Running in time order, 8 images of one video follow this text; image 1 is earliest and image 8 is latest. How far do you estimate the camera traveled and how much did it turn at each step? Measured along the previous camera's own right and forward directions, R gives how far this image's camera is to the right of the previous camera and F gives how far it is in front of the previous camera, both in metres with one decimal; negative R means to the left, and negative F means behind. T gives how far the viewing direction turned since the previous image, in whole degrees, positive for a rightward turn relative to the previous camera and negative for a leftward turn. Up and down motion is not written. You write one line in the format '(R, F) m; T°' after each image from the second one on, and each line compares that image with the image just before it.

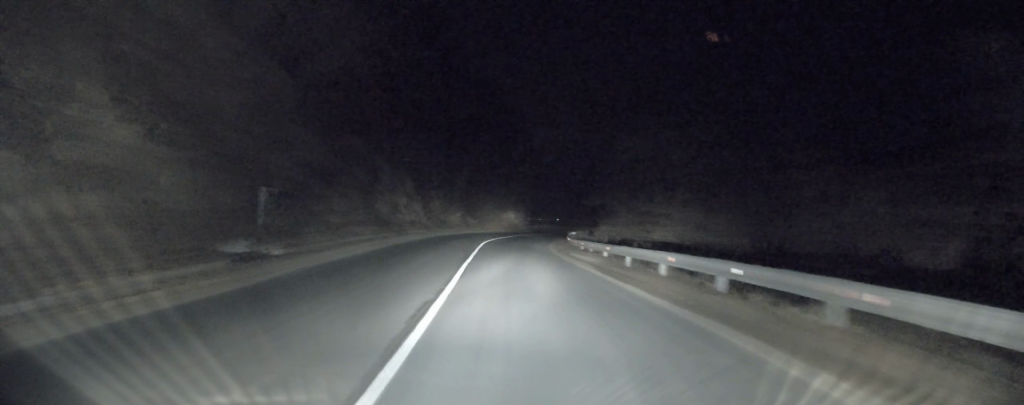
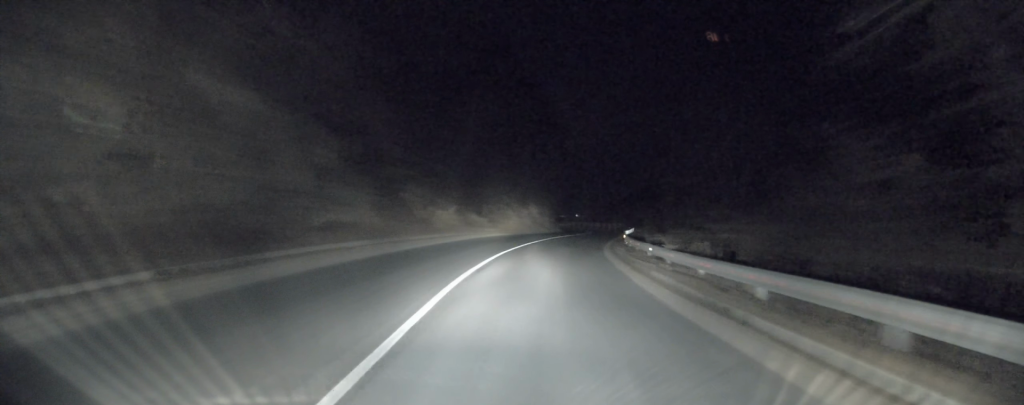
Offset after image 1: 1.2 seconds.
(-0.7, +20.9) m; -1°
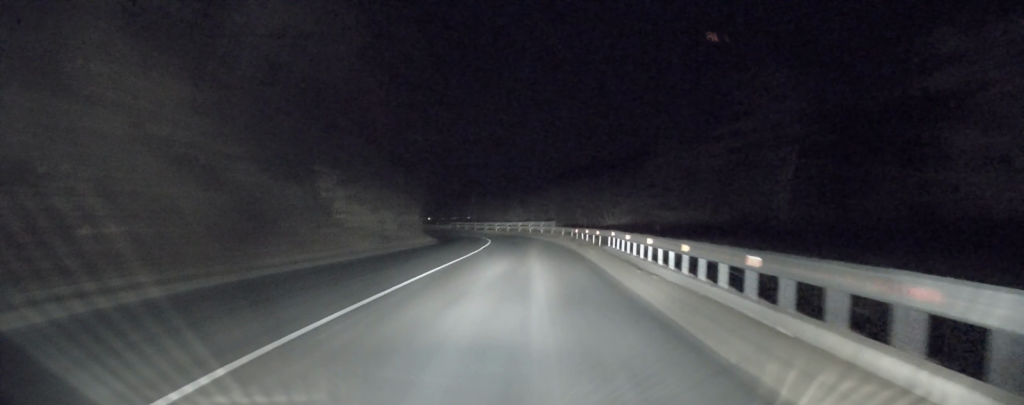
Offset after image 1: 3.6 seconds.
(+2.6, +42.5) m; +8°
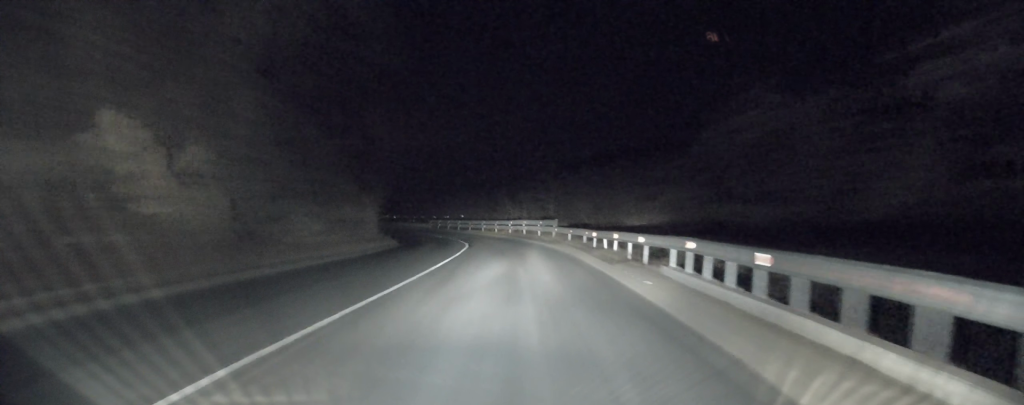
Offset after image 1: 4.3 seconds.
(+0.2, +12.3) m; +2°
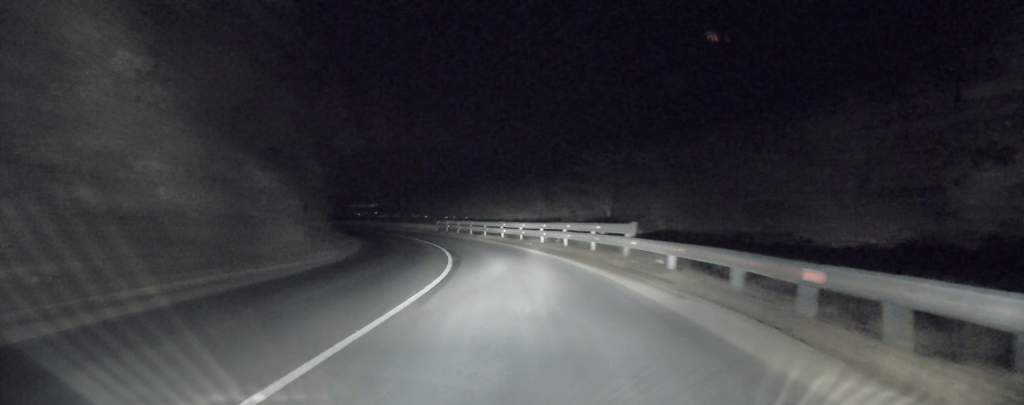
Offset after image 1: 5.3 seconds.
(+0.3, +16.8) m; -1°
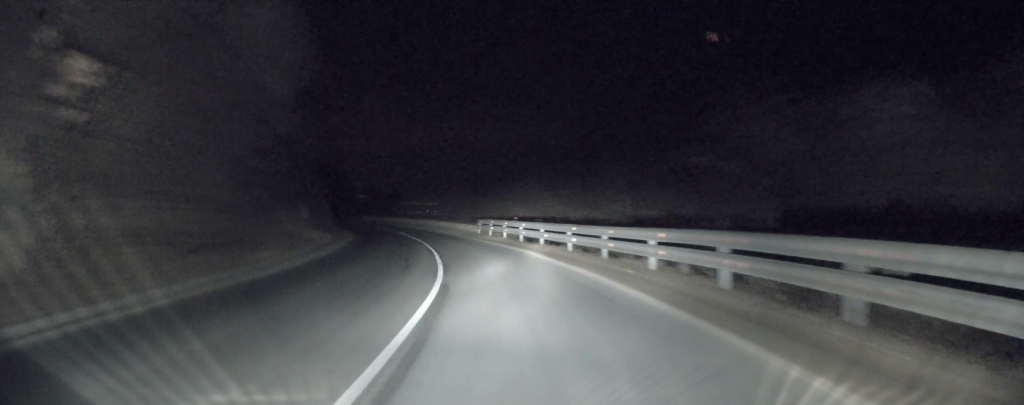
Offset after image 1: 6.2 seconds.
(-0.5, +15.0) m; -5°
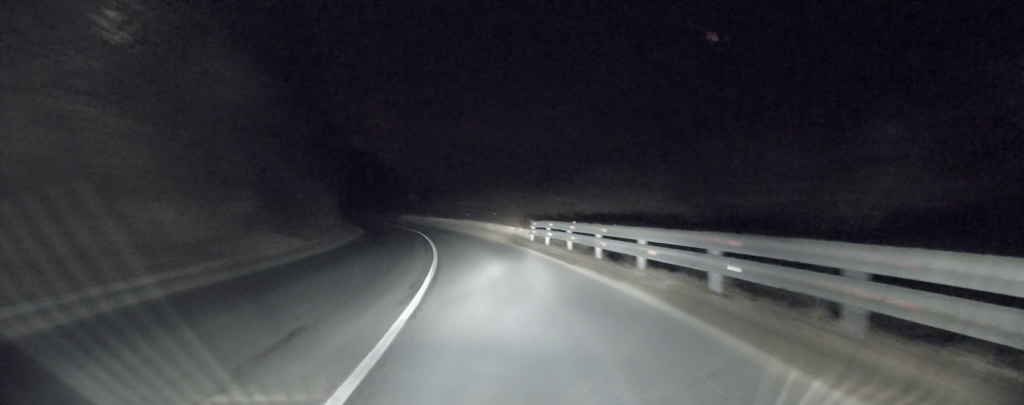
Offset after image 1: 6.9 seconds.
(-0.5, +12.0) m; -5°
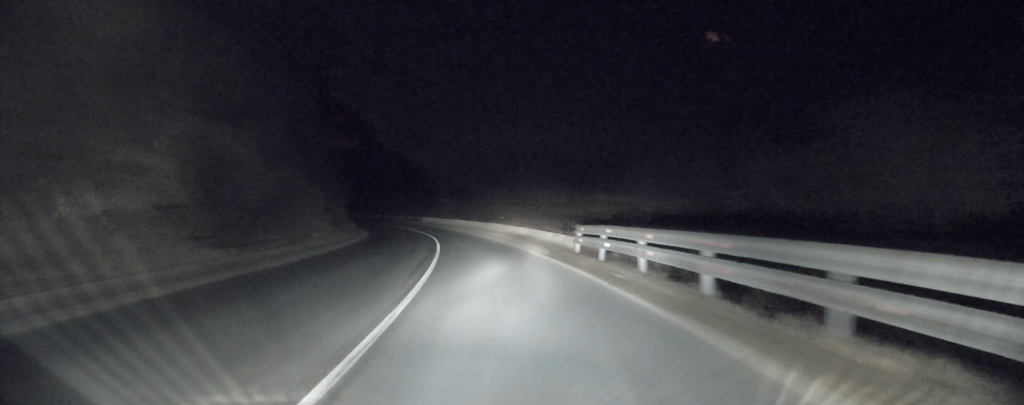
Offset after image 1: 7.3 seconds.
(+0.1, +8.0) m; -4°
